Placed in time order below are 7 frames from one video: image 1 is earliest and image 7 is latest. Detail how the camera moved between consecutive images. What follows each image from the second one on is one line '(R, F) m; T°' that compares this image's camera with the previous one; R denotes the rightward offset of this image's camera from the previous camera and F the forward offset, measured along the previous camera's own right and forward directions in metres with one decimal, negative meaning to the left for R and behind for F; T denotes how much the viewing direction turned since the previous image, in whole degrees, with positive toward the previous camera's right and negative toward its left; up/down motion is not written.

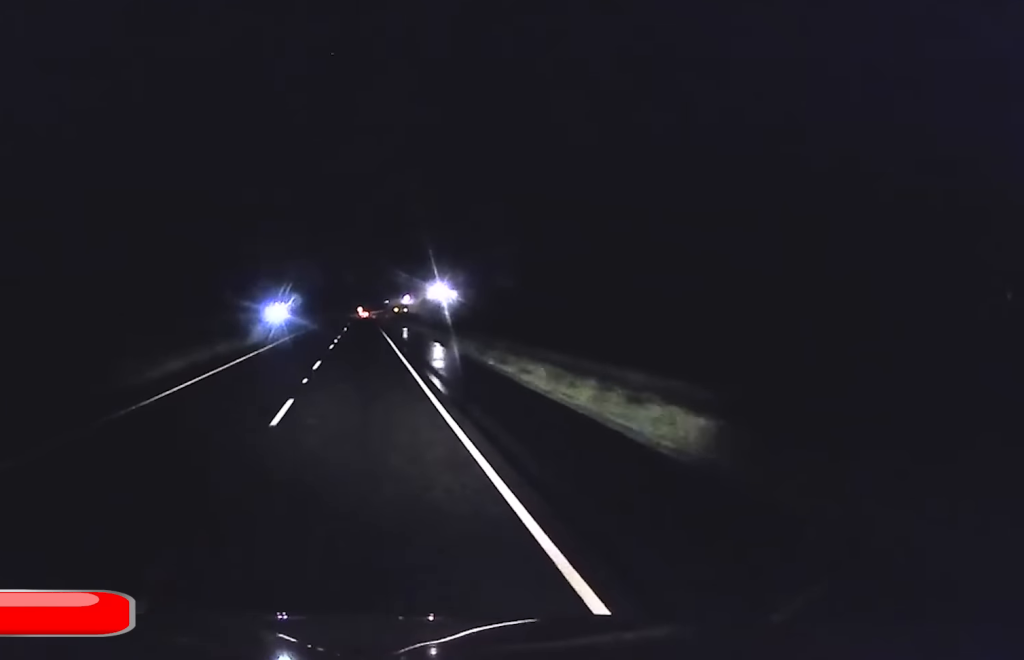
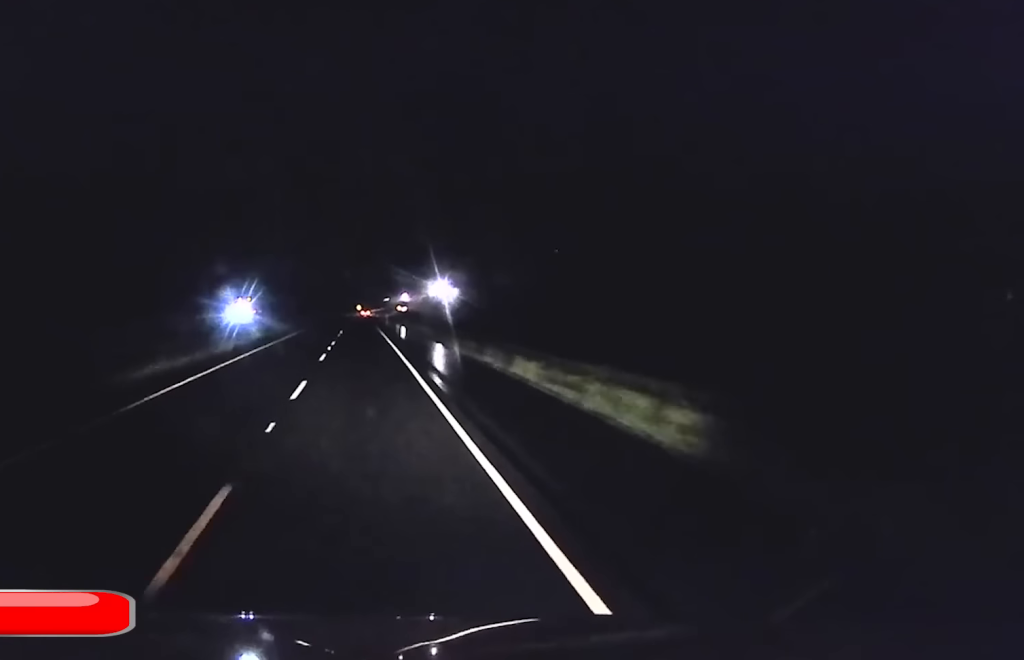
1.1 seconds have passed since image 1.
(+1.2, +32.6) m; -1°
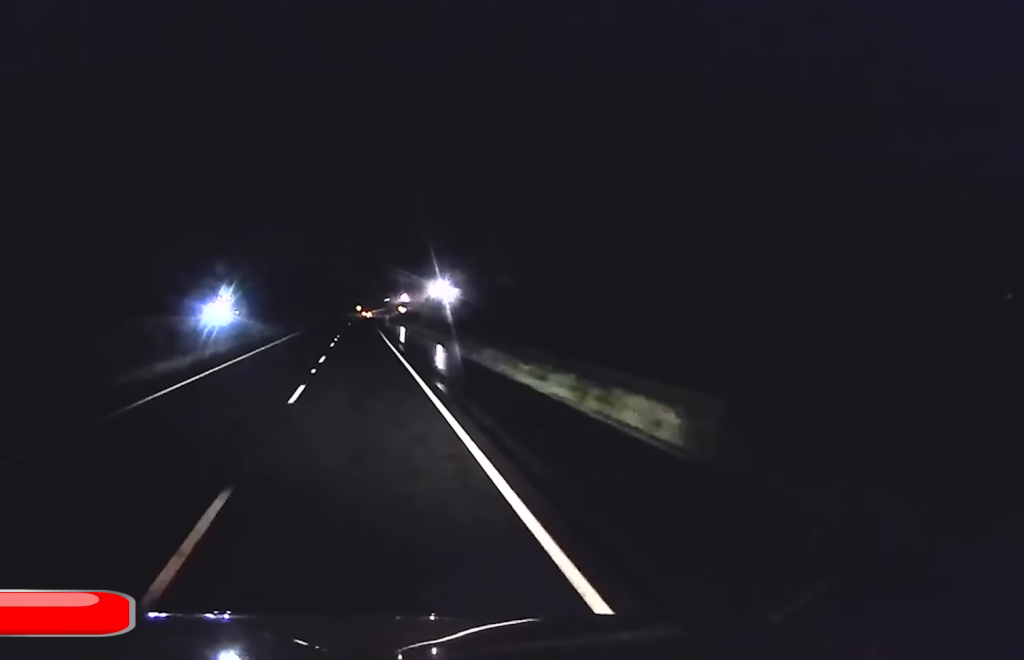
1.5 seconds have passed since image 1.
(-0.6, +12.3) m; -1°
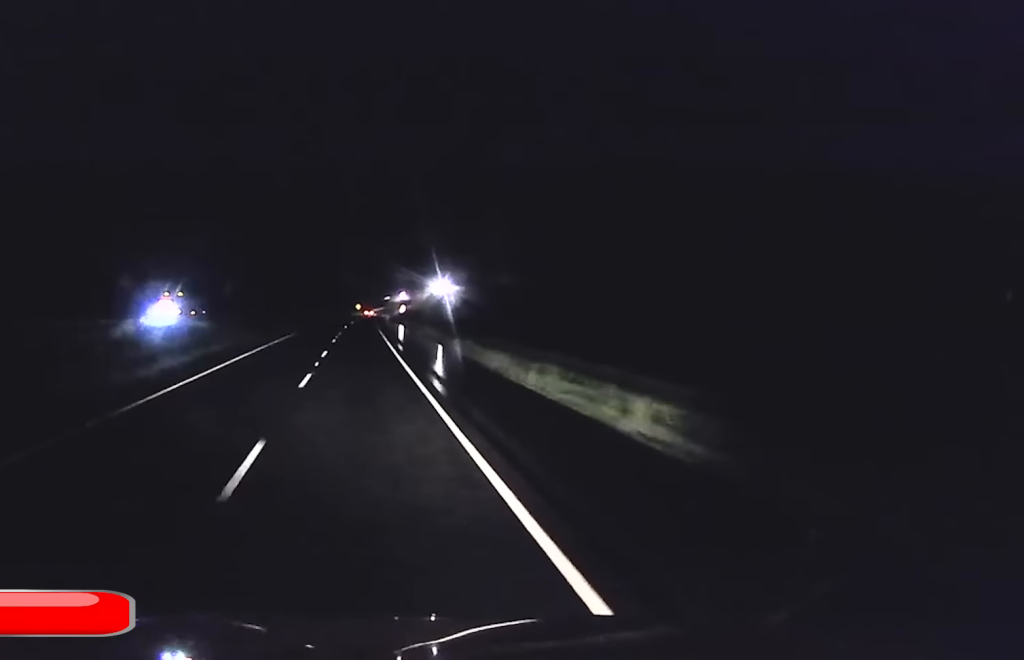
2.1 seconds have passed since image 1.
(-0.6, +20.5) m; -1°
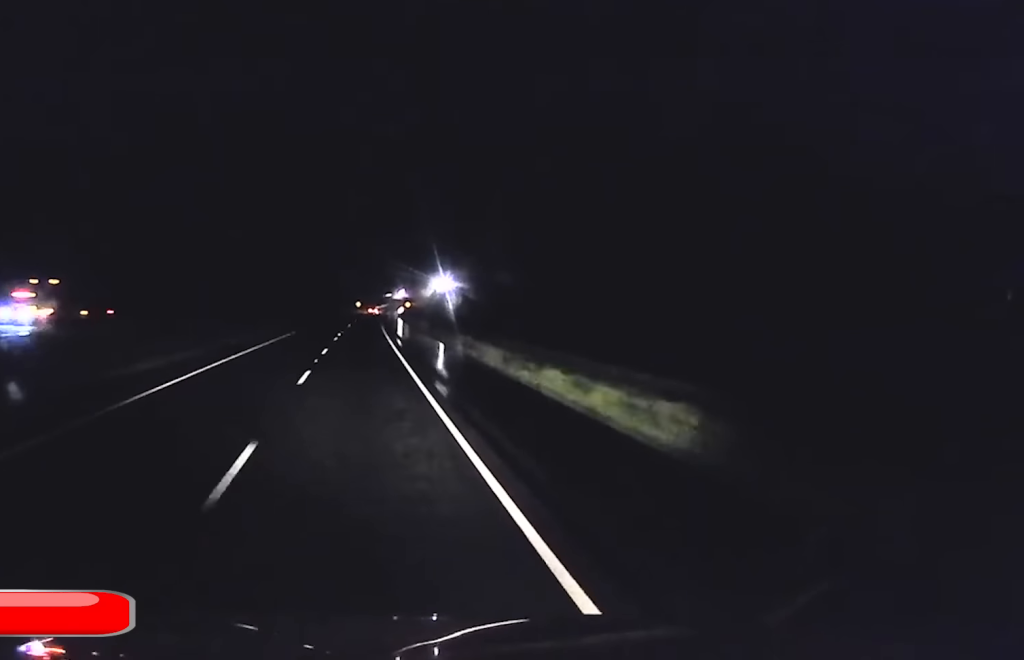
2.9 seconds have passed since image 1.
(-0.1, +24.8) m; +2°
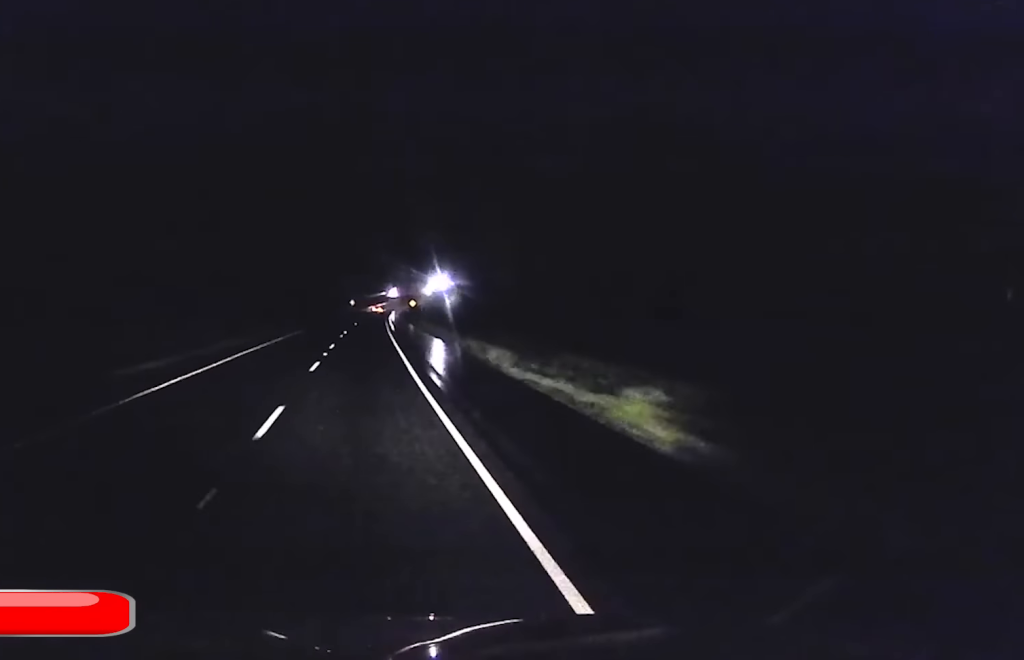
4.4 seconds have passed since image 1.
(+1.6, +44.5) m; +1°
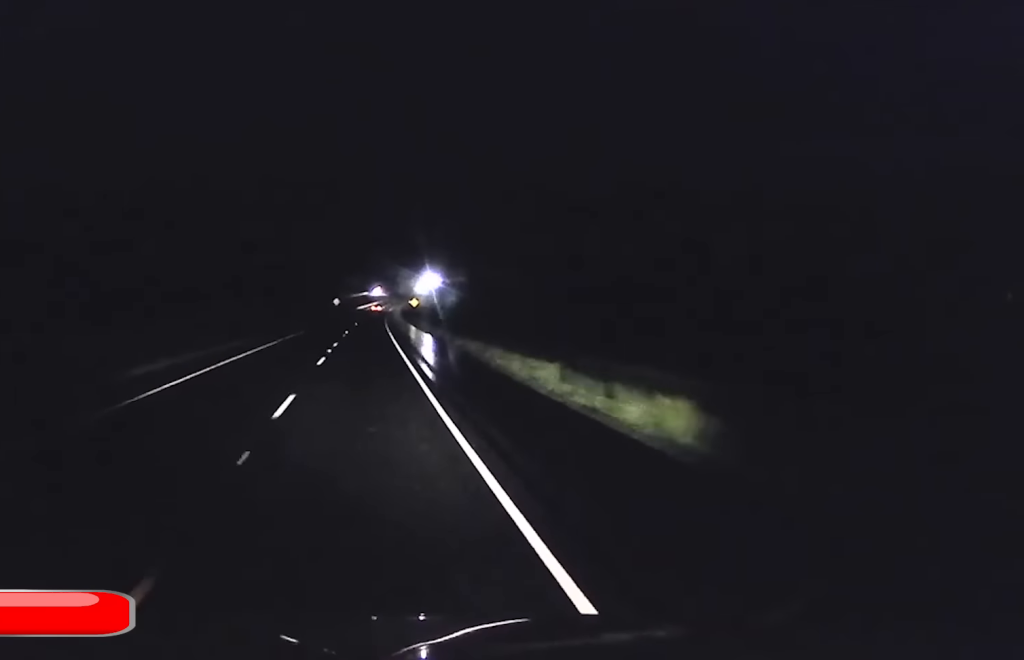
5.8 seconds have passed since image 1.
(-0.8, +45.7) m; -1°
